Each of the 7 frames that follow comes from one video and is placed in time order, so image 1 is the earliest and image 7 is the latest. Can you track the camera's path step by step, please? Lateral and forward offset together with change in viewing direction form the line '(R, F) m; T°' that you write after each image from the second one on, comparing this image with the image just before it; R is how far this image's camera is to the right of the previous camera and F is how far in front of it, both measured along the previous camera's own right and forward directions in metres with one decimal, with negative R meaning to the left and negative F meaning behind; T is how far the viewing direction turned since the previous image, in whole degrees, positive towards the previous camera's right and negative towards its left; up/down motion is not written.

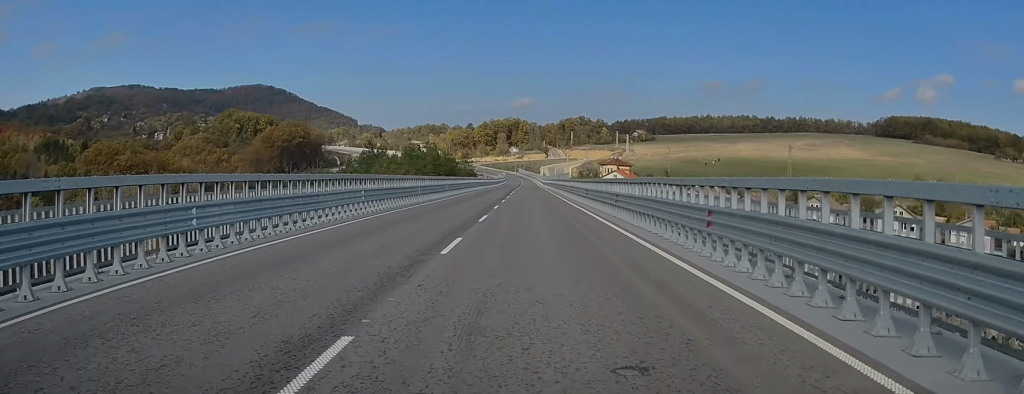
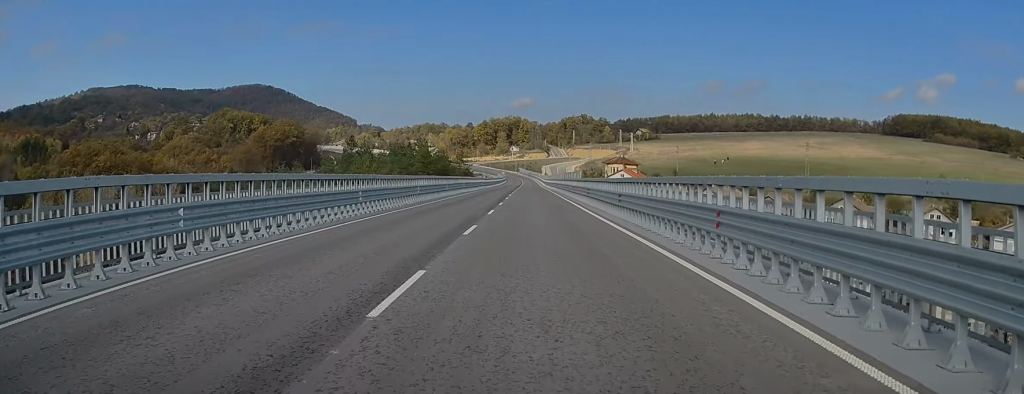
(-0.1, +14.4) m; 0°
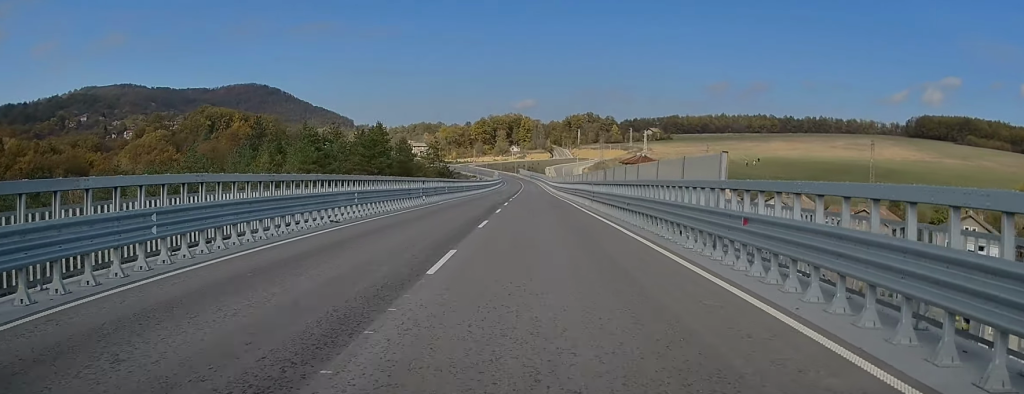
(+0.3, +41.1) m; 0°
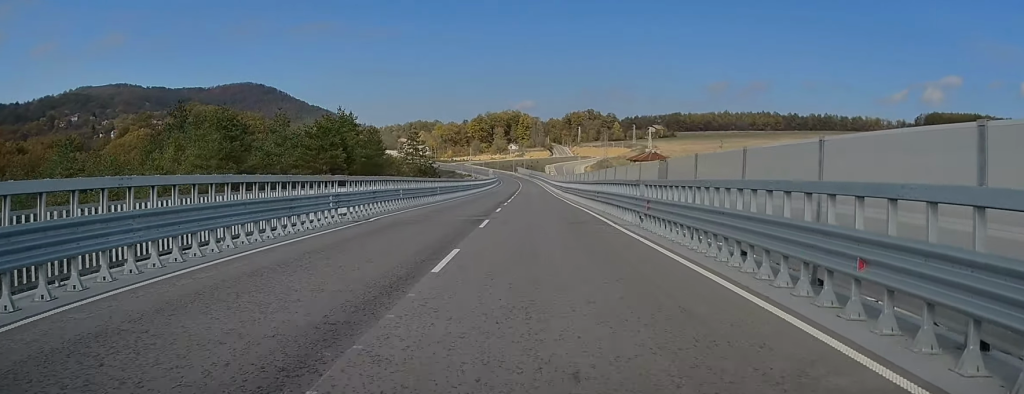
(-0.1, +18.0) m; -1°
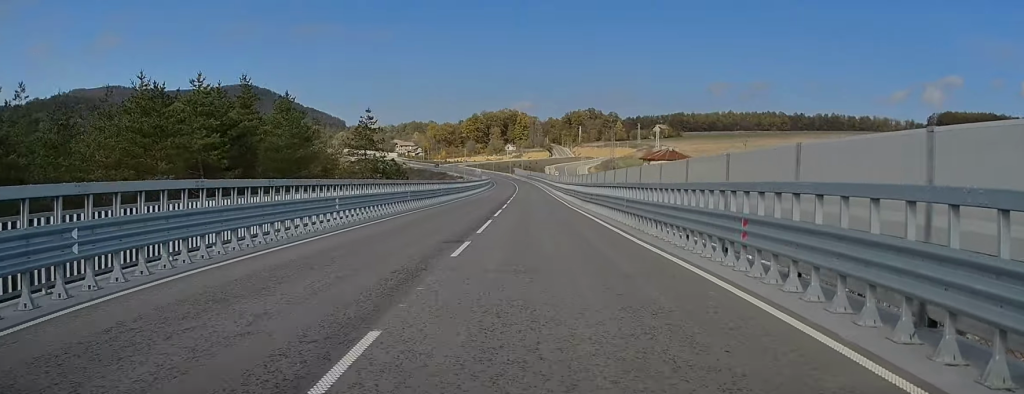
(-0.2, +24.0) m; +1°
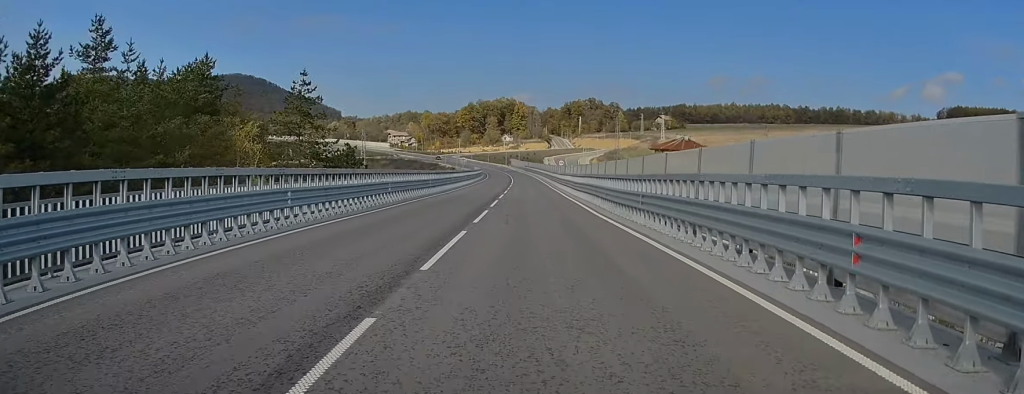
(+0.4, +17.9) m; 0°
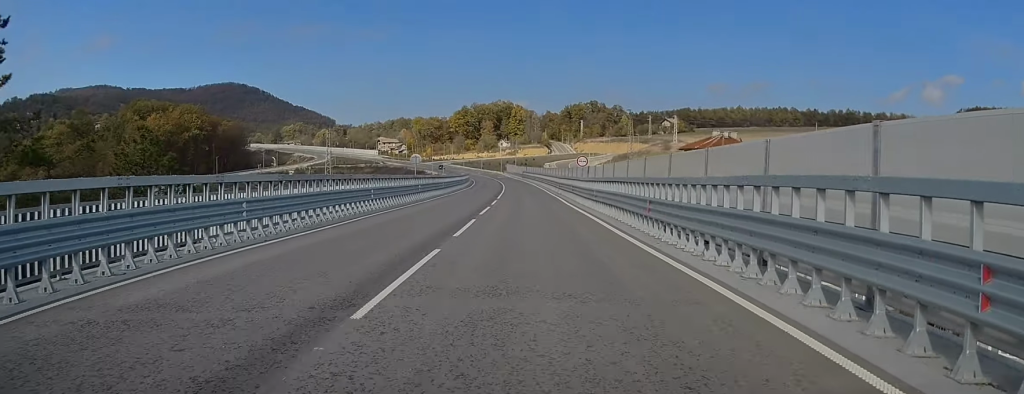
(-0.3, +29.4) m; 0°
